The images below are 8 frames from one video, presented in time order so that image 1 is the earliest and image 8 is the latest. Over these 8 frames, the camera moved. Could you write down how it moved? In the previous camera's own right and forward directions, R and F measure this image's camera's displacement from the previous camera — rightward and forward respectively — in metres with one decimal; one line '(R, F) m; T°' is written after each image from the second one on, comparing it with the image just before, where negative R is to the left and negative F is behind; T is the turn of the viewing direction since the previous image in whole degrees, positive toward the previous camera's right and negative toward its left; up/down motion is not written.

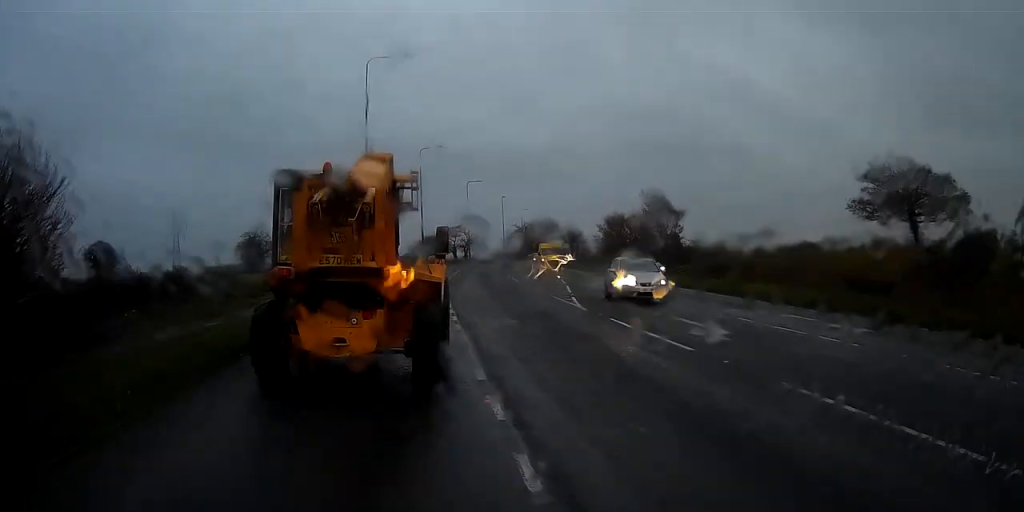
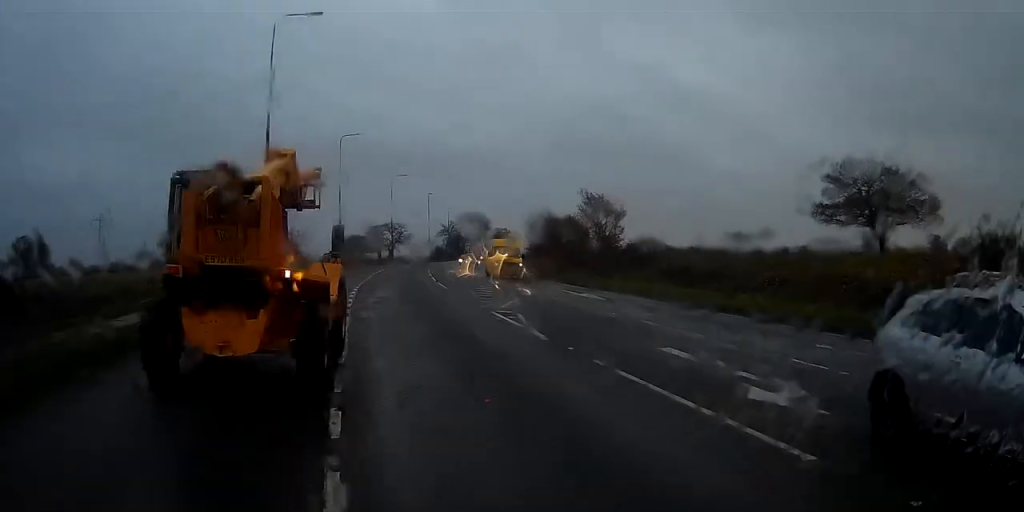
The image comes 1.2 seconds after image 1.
(-0.2, +6.4) m; +1°
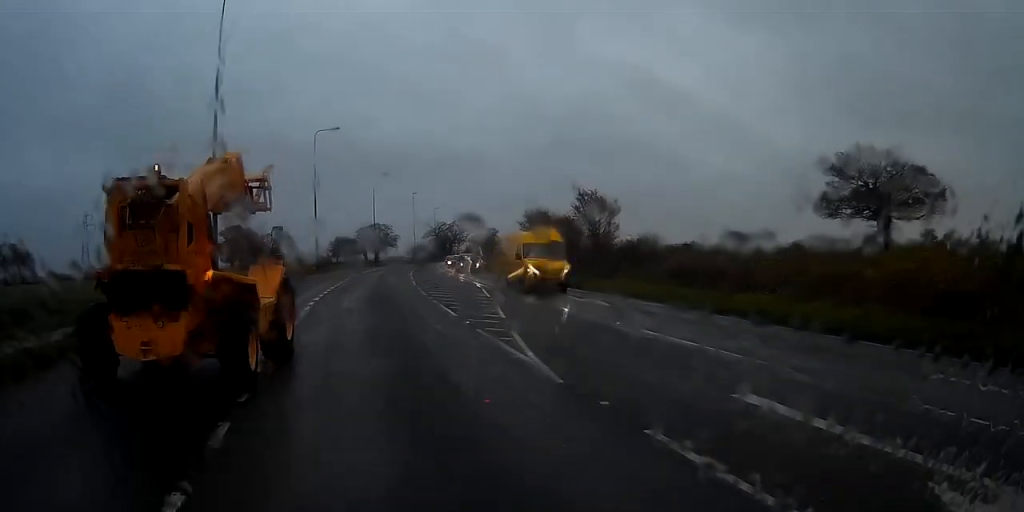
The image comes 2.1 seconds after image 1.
(+0.2, +4.5) m; 0°
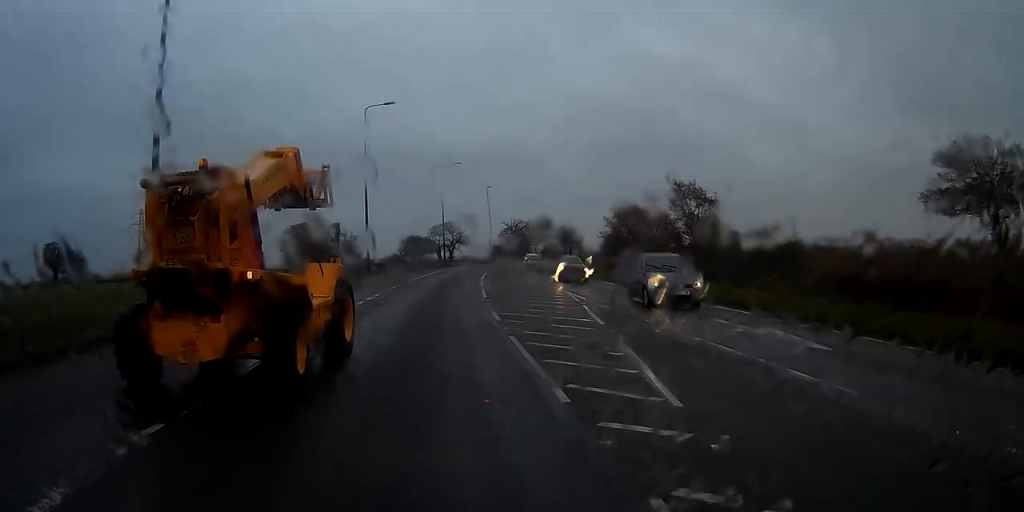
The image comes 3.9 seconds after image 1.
(-1.0, +10.0) m; -9°
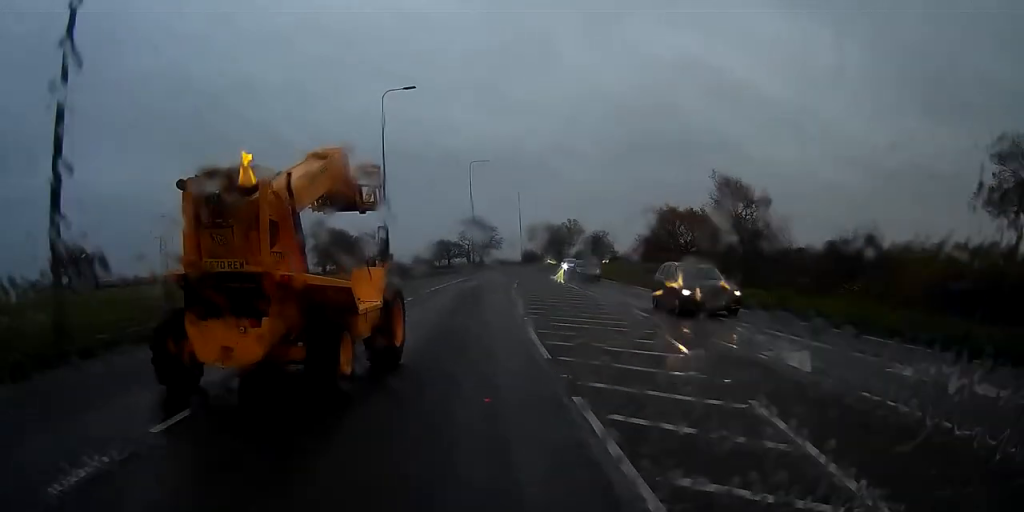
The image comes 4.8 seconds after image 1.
(+0.1, +5.3) m; +4°
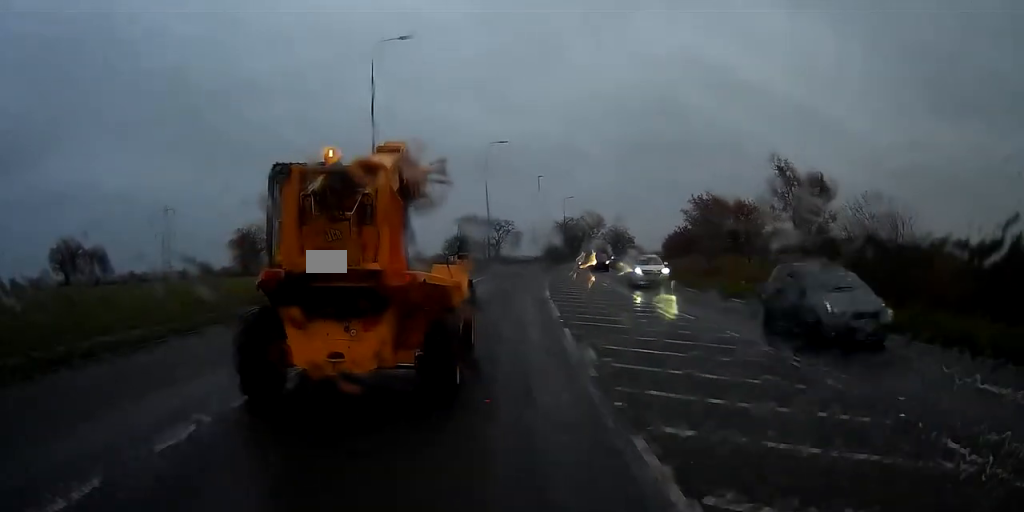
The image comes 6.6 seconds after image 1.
(+0.4, +10.6) m; +1°
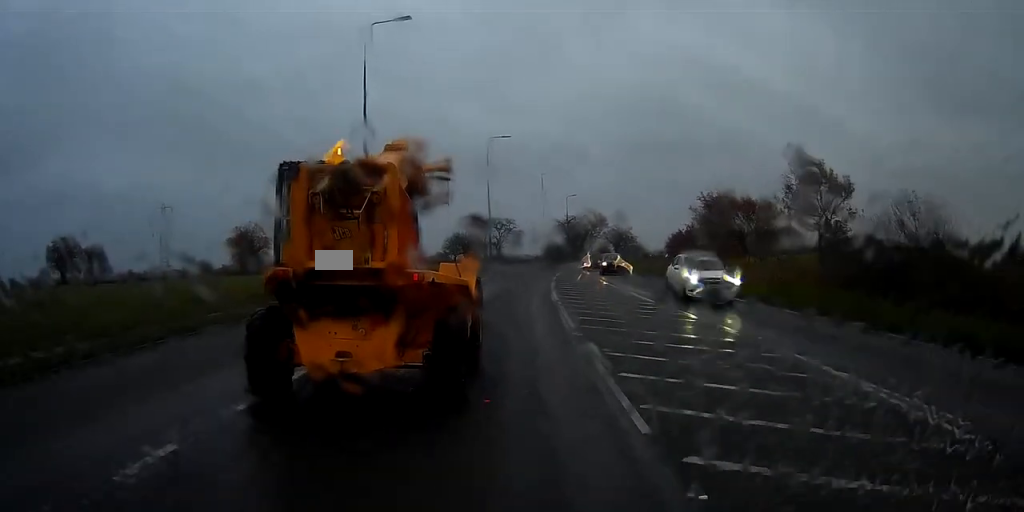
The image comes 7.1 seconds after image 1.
(-0.1, +3.0) m; -1°
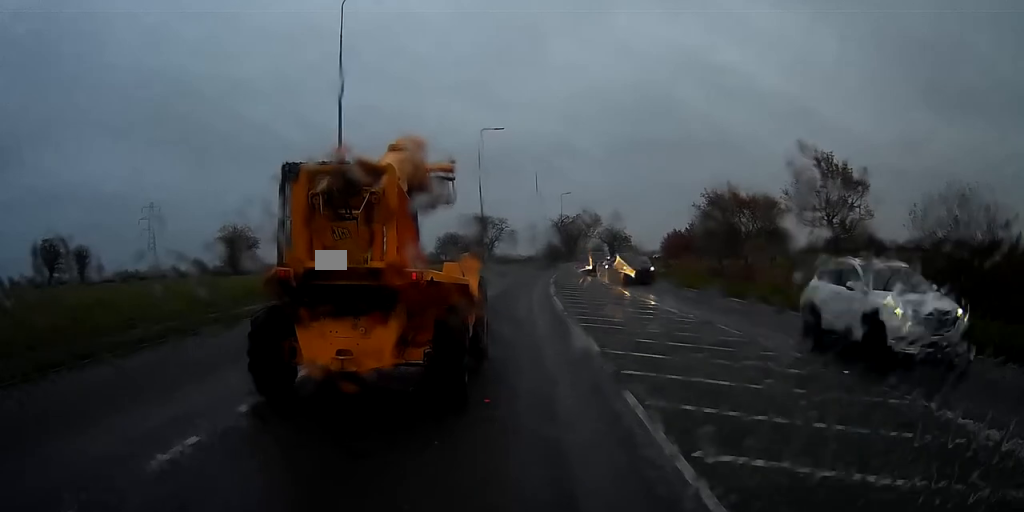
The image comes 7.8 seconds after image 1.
(-0.1, +3.9) m; -1°
